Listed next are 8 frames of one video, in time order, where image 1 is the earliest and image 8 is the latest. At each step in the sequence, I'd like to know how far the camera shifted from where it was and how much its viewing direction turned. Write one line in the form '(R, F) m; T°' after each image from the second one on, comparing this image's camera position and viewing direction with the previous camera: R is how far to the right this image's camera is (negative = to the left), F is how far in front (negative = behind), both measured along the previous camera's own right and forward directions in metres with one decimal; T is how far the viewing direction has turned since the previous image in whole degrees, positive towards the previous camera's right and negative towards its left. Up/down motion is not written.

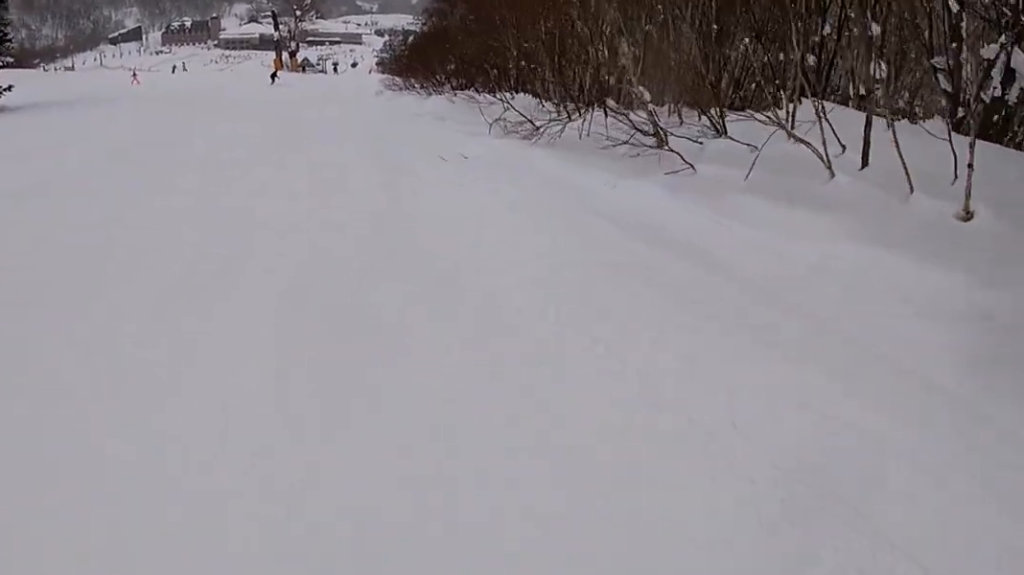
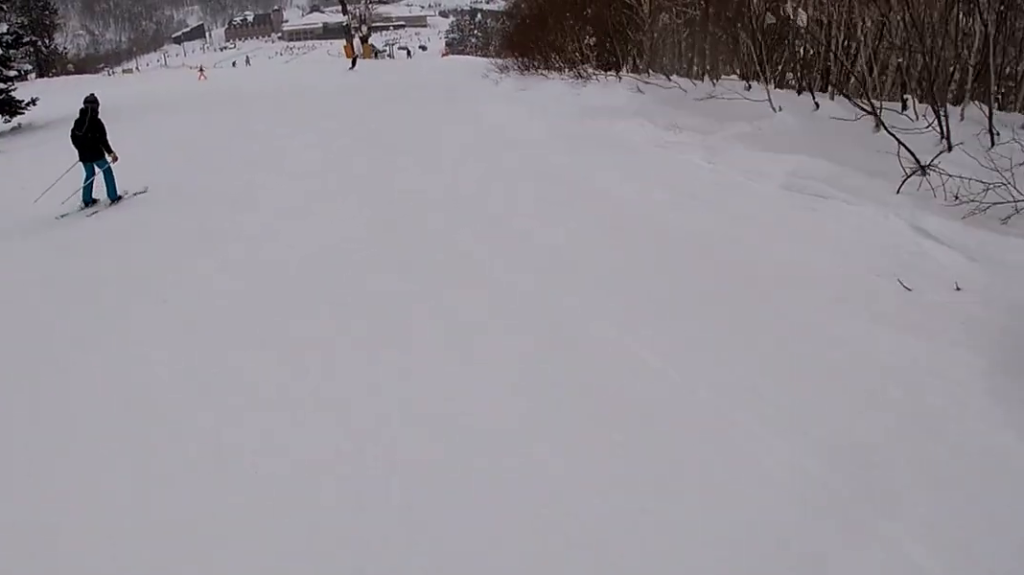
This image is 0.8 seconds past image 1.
(-0.5, +7.7) m; +2°
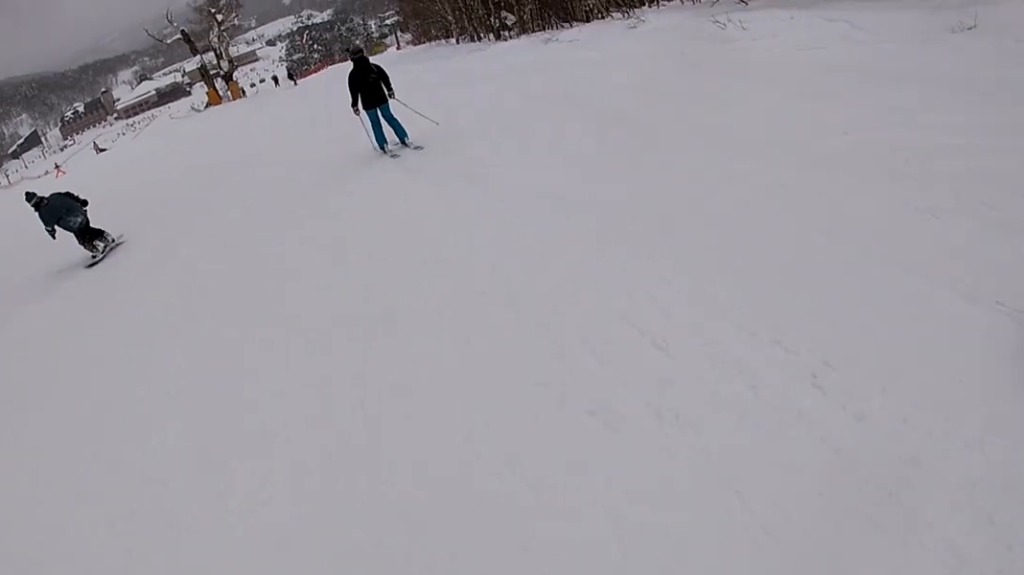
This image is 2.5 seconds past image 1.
(+3.6, +16.3) m; +20°
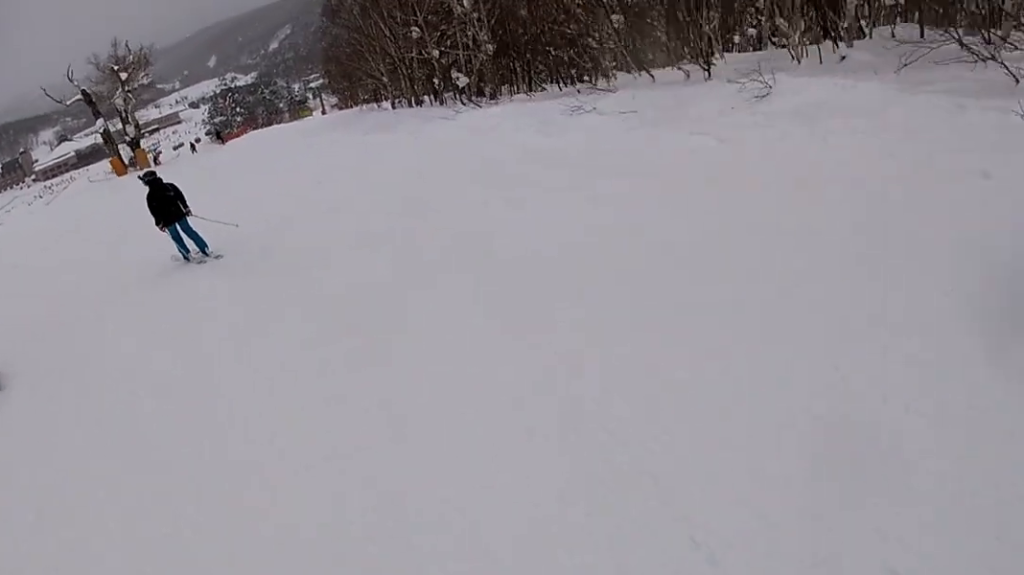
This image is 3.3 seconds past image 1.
(+0.2, +7.5) m; -4°
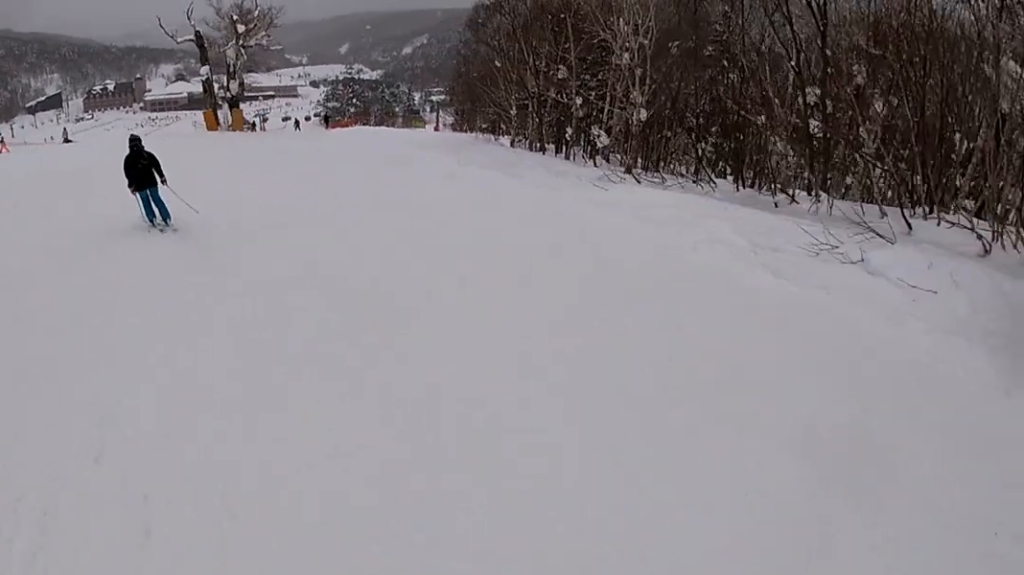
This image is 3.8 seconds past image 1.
(-0.3, +4.5) m; -6°
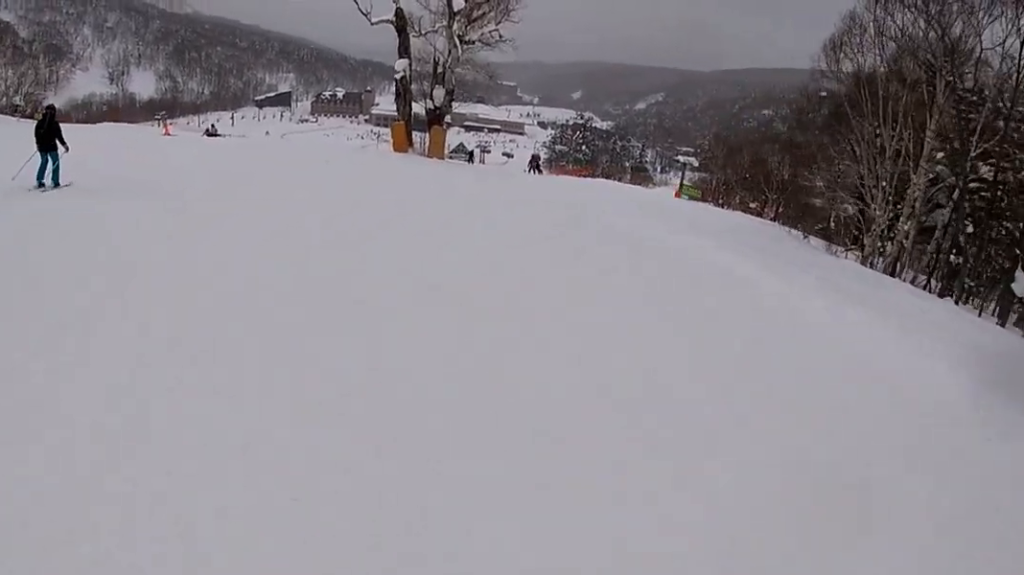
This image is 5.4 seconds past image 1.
(-3.6, +15.6) m; -21°
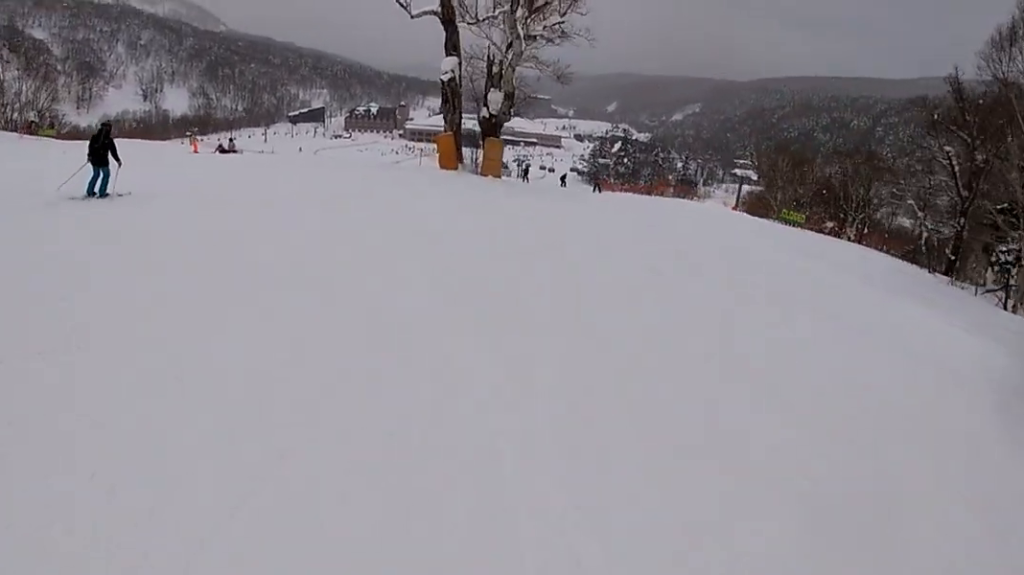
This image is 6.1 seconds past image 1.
(-0.1, +6.1) m; 0°
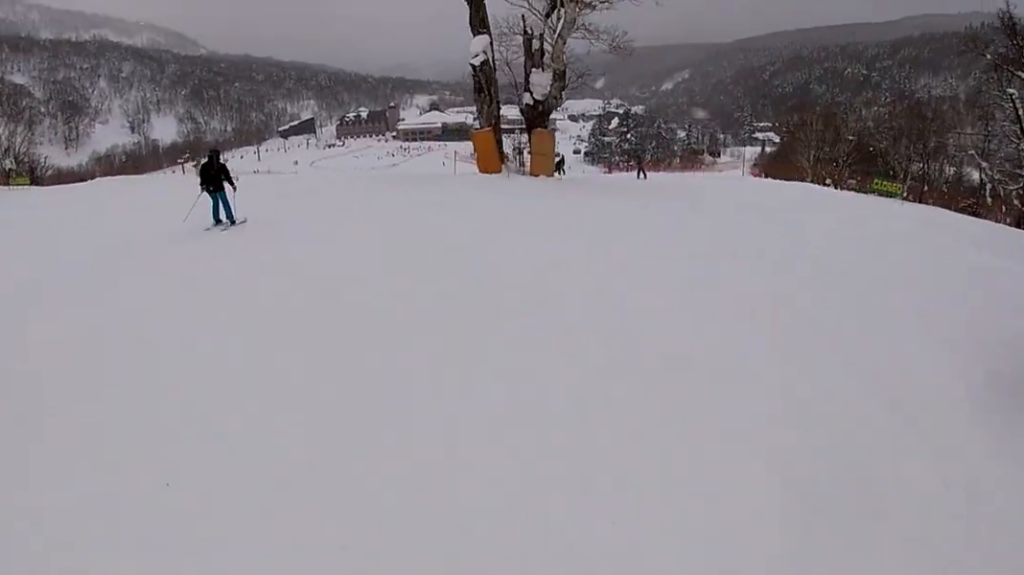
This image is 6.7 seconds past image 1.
(0.0, +5.7) m; +3°
